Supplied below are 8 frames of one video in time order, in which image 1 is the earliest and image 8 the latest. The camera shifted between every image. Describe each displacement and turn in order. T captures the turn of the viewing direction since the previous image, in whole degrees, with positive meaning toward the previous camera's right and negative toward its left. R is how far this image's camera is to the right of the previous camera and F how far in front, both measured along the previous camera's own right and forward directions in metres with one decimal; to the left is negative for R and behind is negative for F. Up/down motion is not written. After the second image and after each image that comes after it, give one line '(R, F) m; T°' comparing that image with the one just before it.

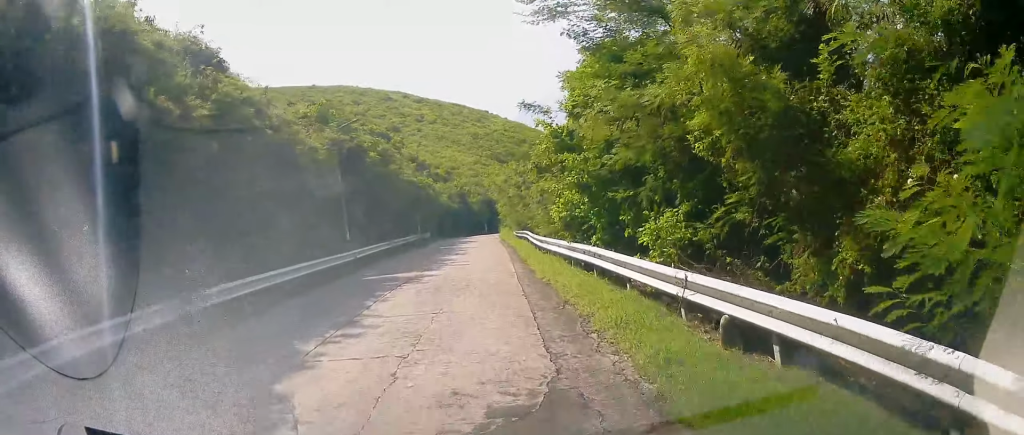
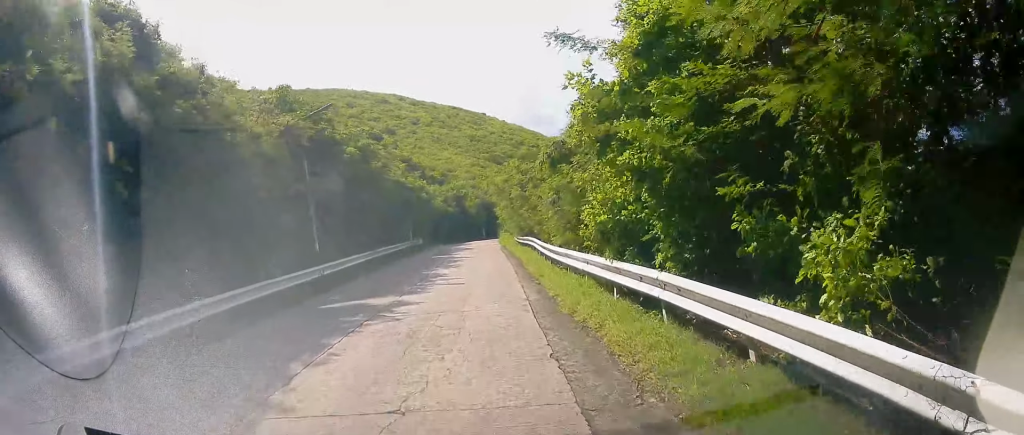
(-0.3, +4.2) m; 0°
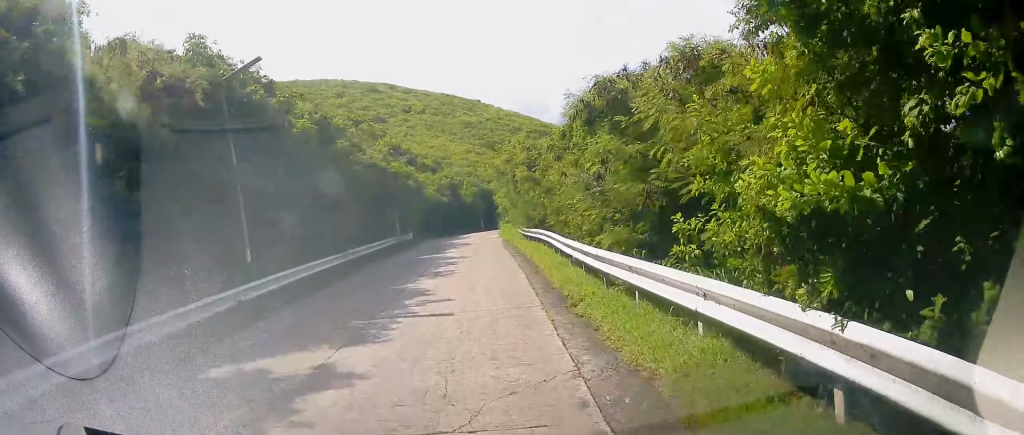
(+0.1, +5.7) m; +2°
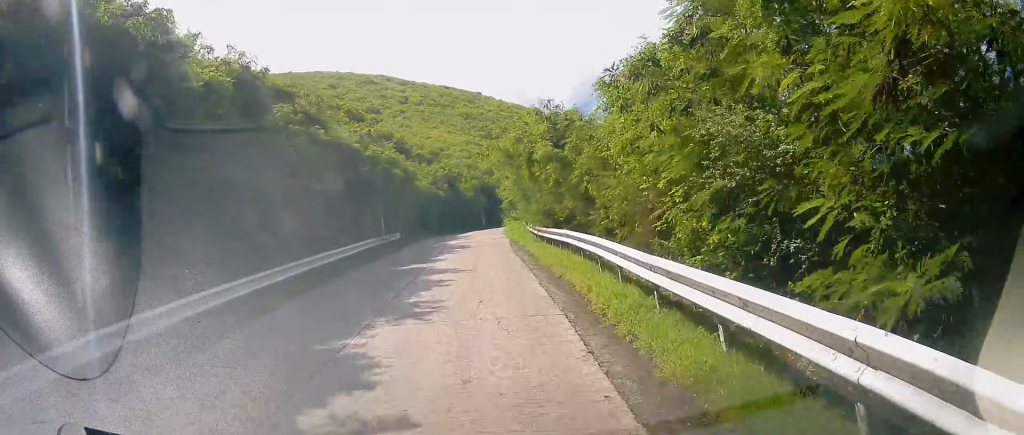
(+0.1, +6.2) m; +1°
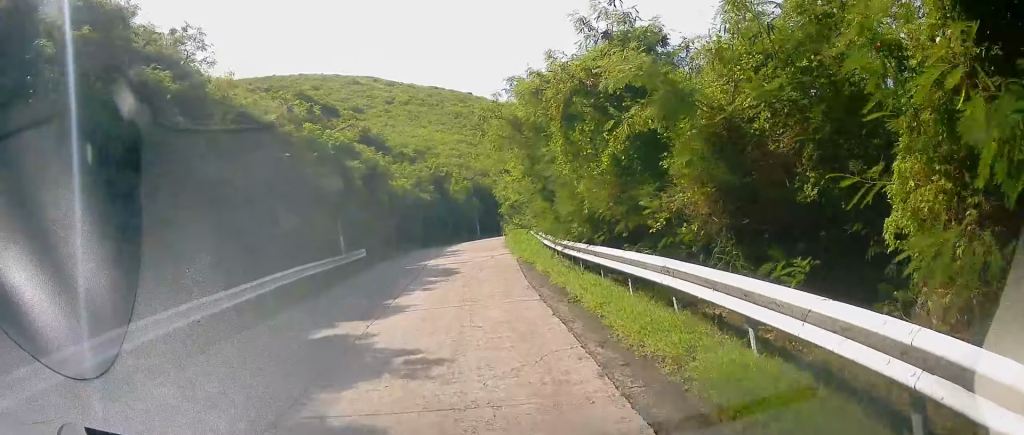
(+0.1, +8.0) m; 0°
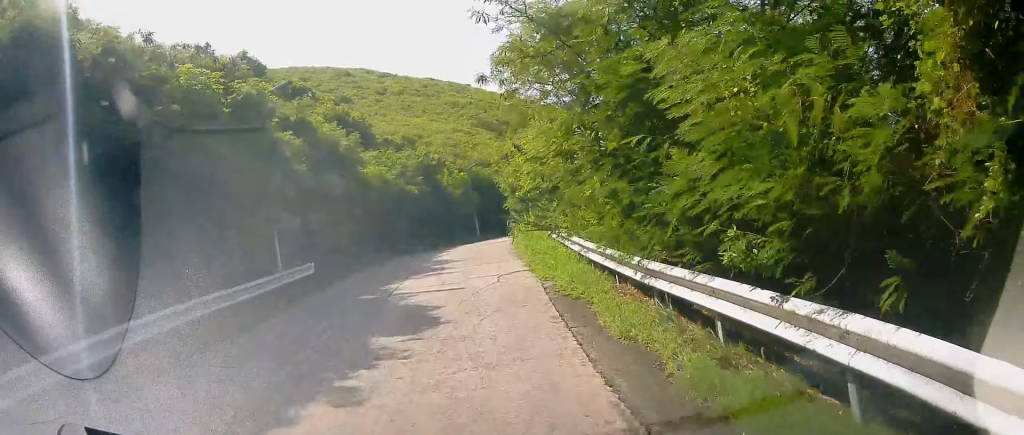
(-0.1, +7.1) m; 0°
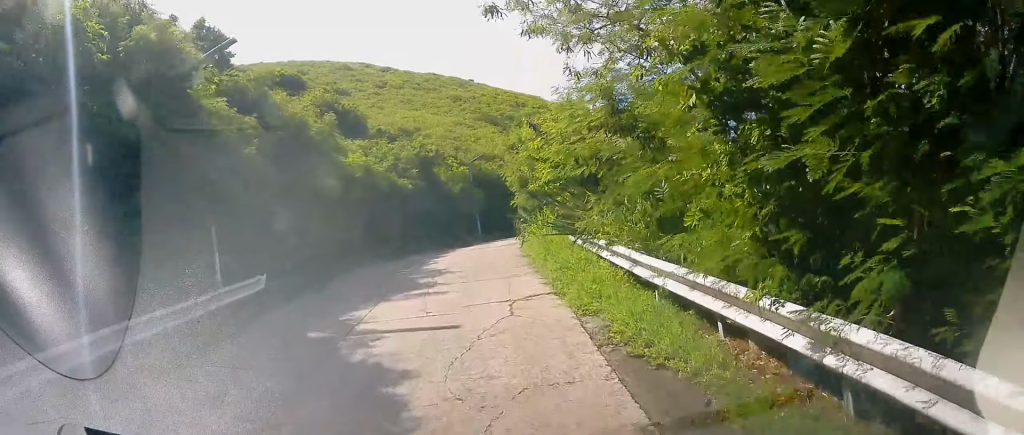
(+0.1, +3.9) m; 0°
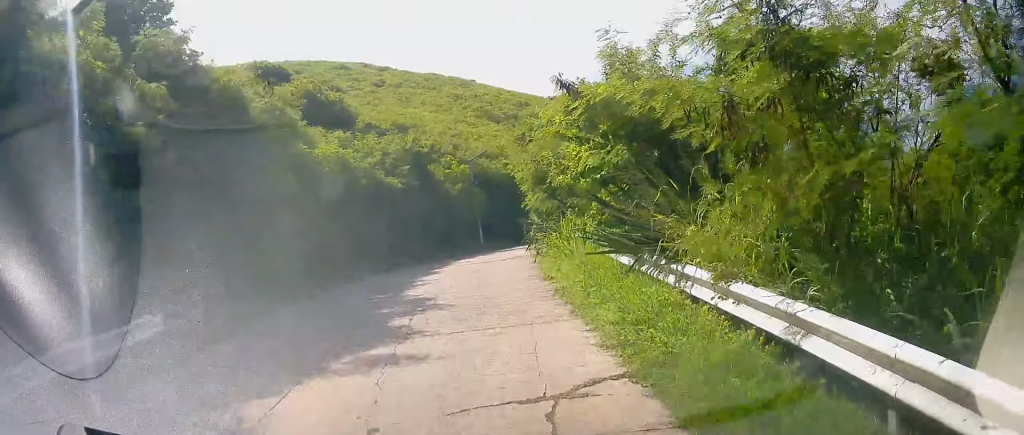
(-0.1, +4.4) m; 0°
